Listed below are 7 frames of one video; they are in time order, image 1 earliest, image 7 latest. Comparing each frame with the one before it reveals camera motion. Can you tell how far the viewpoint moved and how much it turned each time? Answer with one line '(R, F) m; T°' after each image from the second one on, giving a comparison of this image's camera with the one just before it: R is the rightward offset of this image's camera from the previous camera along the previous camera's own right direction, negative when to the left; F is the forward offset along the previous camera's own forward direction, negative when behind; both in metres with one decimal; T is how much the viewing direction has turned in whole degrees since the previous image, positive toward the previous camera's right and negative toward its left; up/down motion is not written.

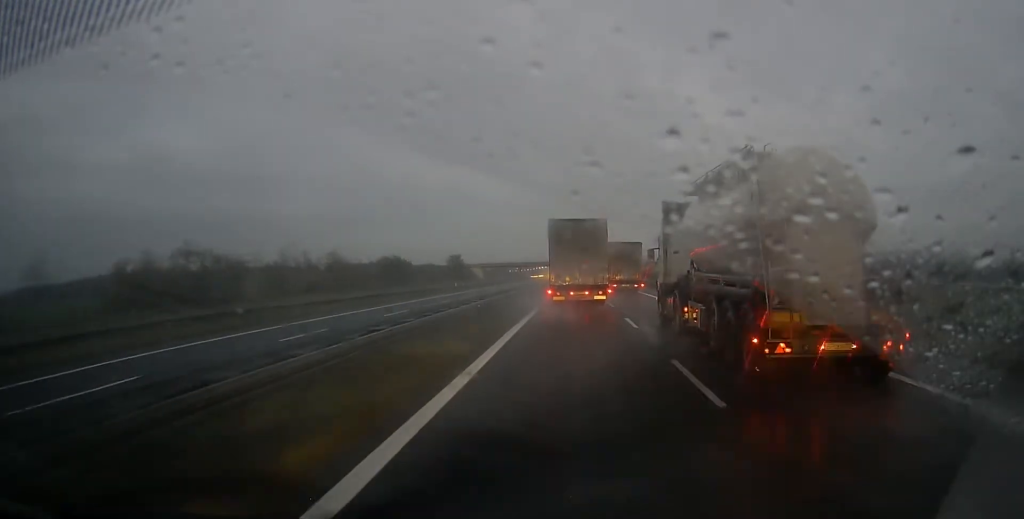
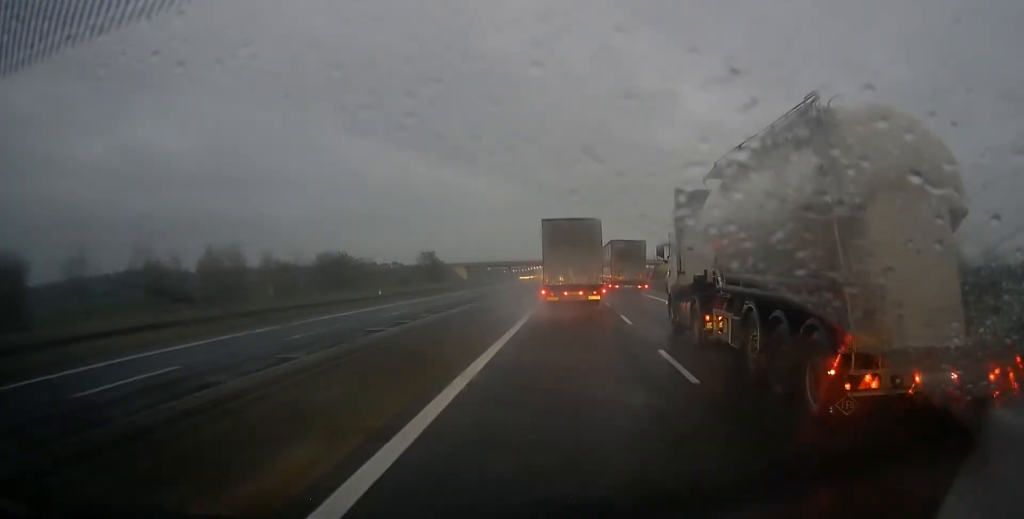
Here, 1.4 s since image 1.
(+0.1, +34.1) m; 0°
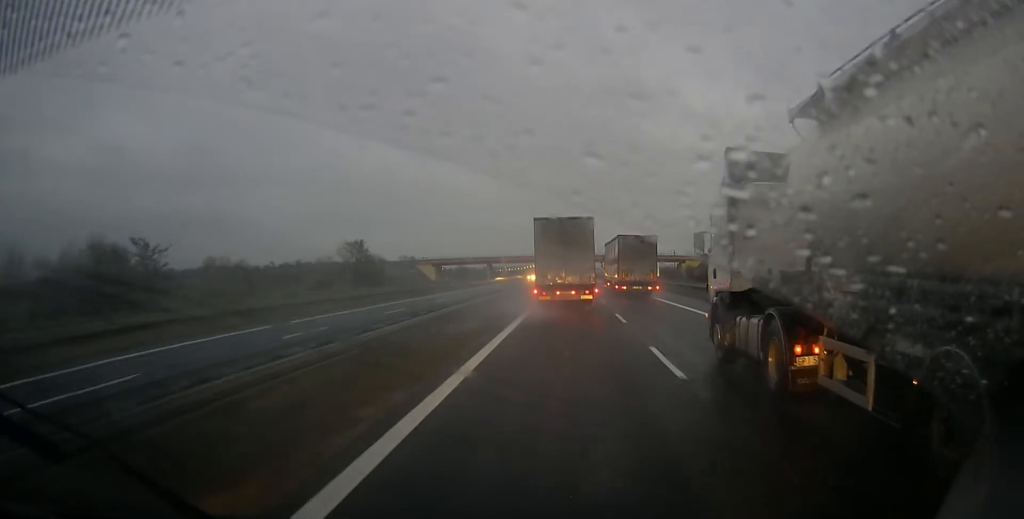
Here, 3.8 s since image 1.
(0.0, +59.5) m; 0°
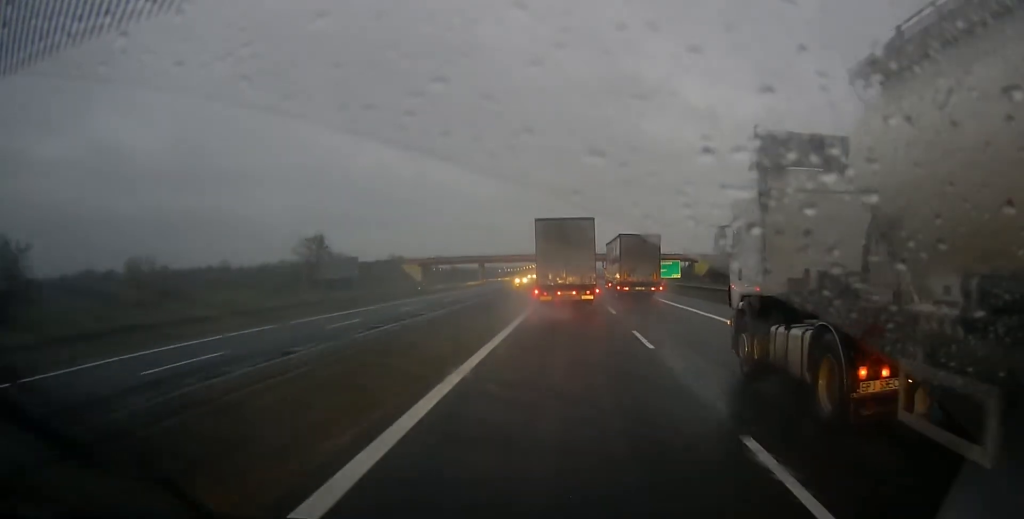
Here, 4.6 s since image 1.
(+0.1, +19.8) m; 0°
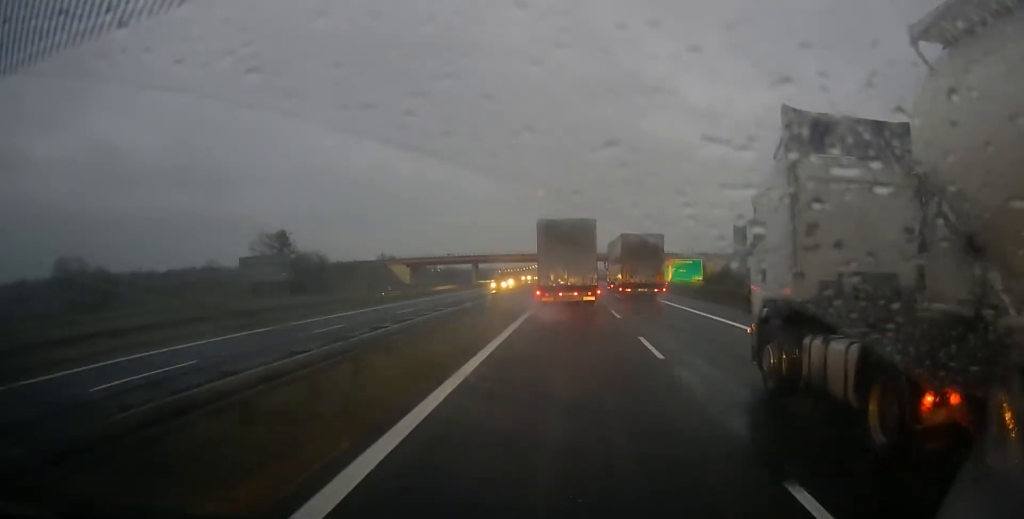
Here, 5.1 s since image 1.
(0.0, +14.0) m; 0°
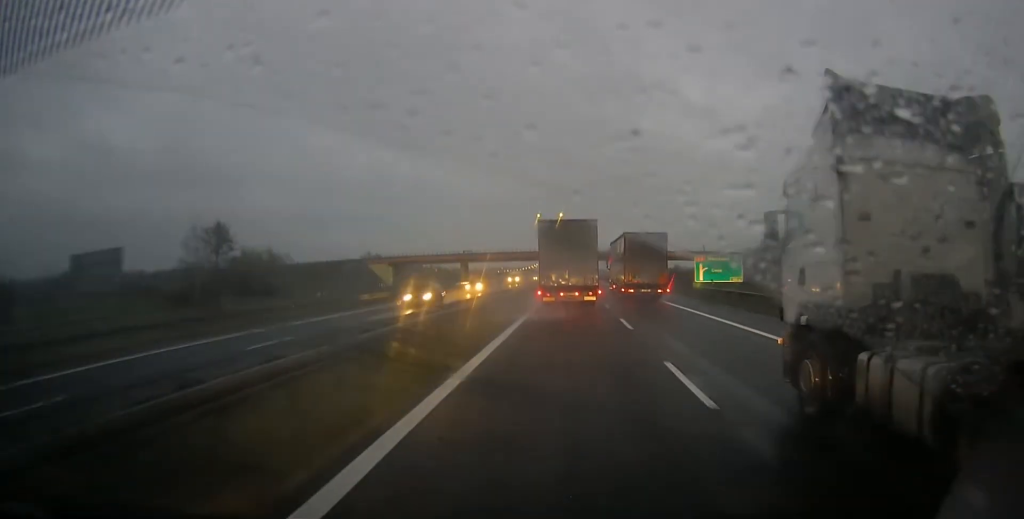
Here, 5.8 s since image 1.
(-0.1, +16.4) m; 0°
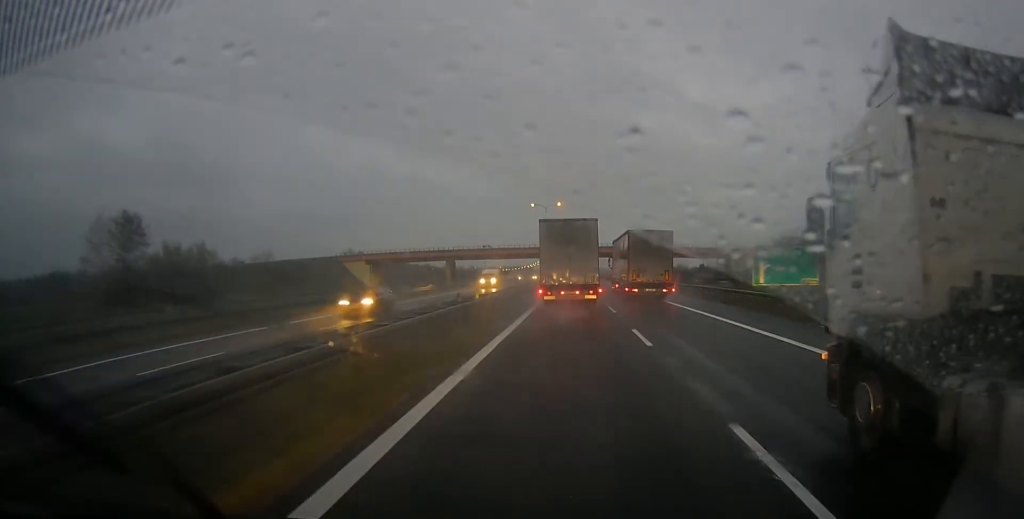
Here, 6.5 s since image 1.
(0.0, +17.2) m; 0°
